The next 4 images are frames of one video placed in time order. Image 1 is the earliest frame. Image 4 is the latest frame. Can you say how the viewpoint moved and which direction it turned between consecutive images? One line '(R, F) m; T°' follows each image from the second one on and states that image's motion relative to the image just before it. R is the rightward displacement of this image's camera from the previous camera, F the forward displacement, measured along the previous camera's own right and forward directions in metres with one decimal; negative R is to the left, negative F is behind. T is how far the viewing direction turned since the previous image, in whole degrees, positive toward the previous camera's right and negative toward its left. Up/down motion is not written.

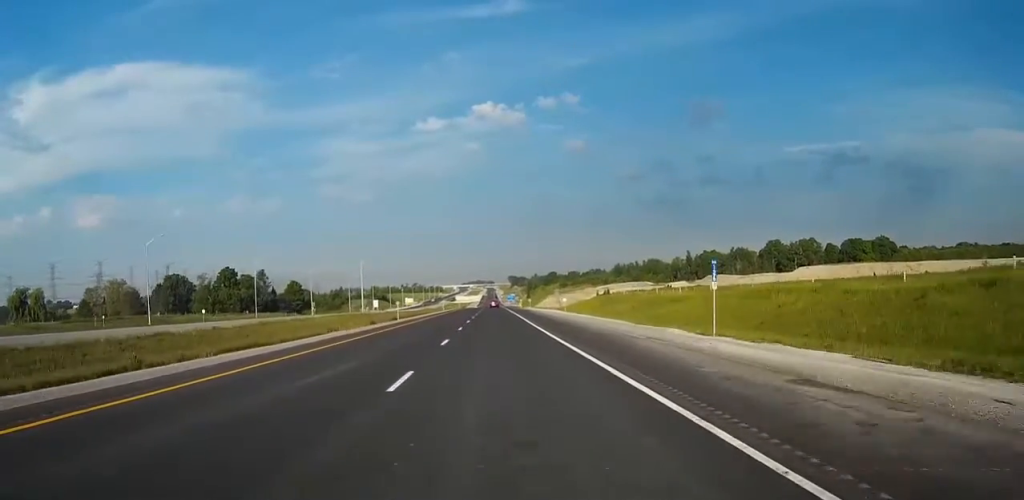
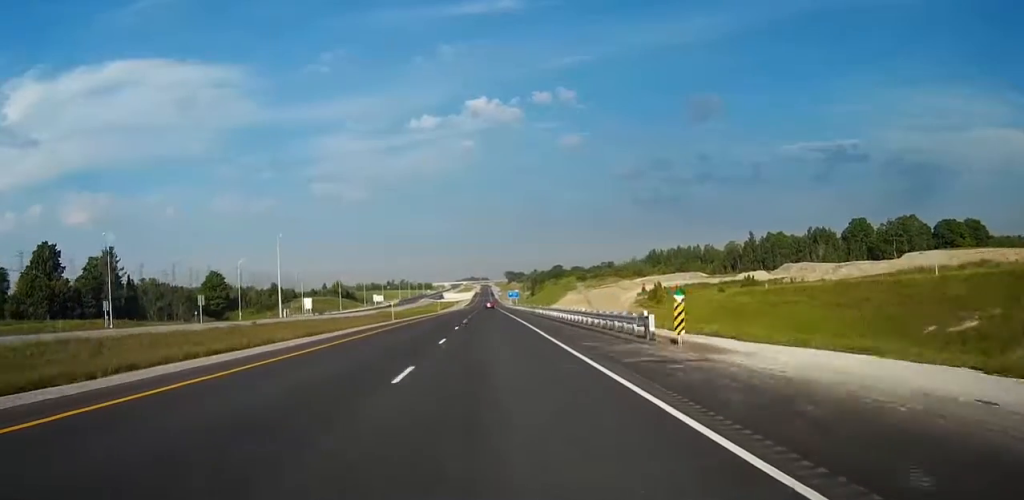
(+0.3, +117.4) m; 0°
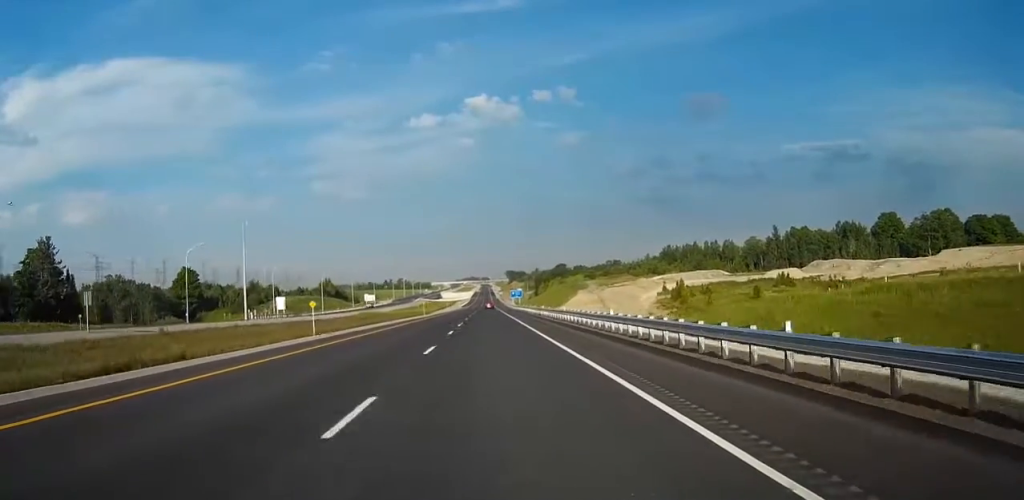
(0.0, +28.9) m; 0°
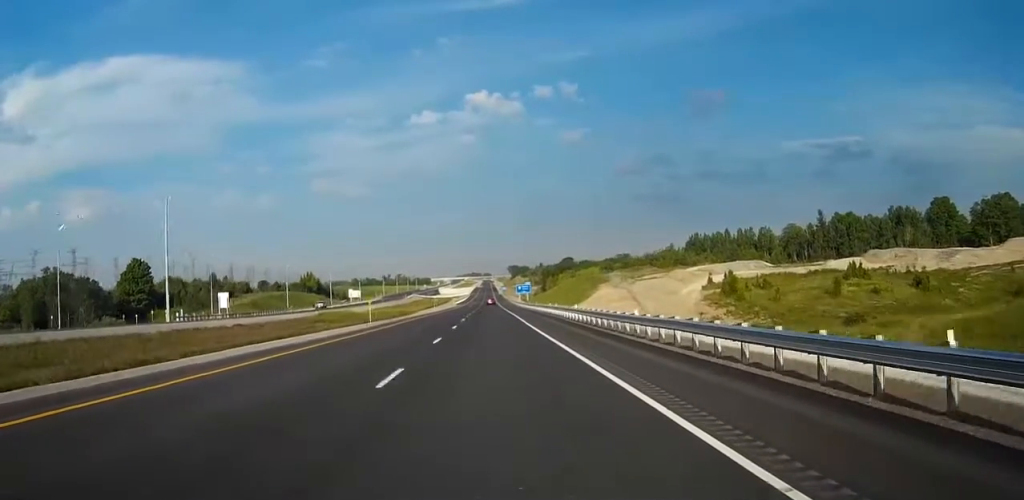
(0.0, +43.5) m; 0°
